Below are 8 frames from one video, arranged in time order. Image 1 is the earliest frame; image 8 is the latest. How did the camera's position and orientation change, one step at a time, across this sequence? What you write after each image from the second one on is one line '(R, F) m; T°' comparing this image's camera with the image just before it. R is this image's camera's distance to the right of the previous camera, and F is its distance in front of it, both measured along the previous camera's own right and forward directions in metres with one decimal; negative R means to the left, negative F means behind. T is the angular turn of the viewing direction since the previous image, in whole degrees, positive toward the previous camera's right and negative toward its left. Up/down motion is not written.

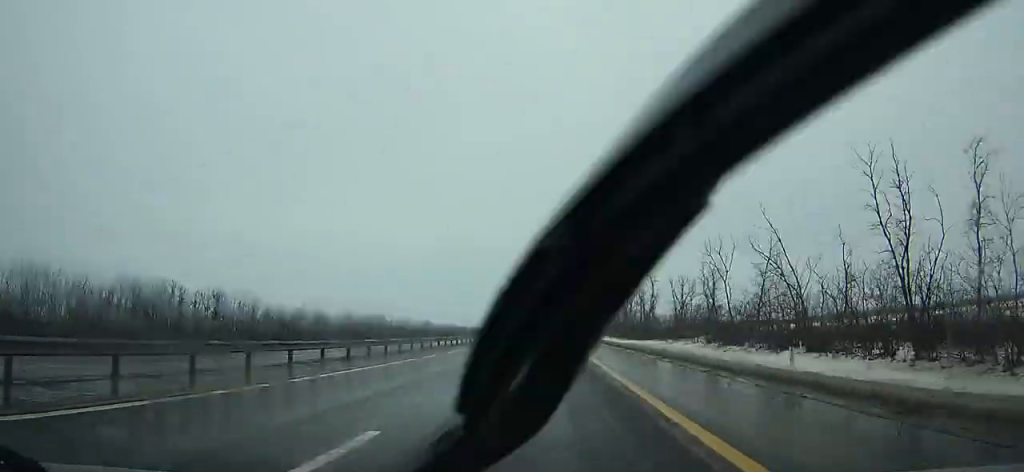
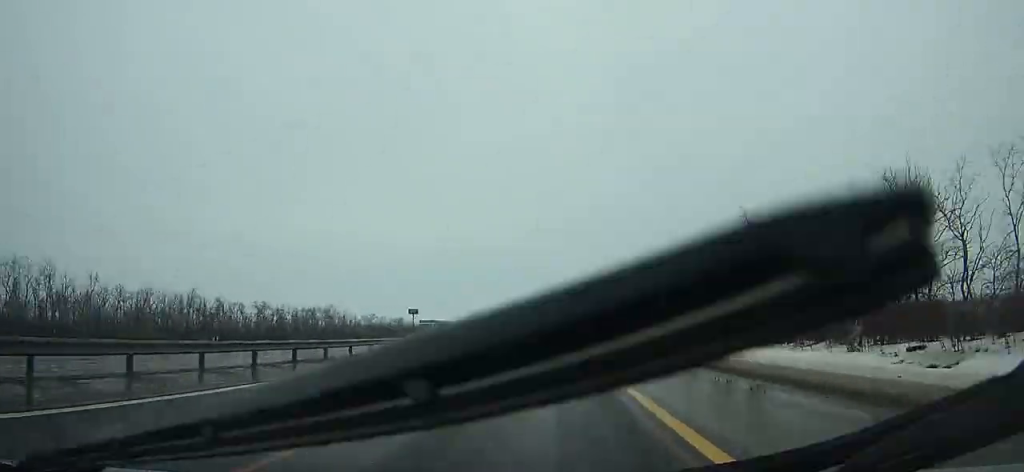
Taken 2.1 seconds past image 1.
(0.0, +61.8) m; 0°
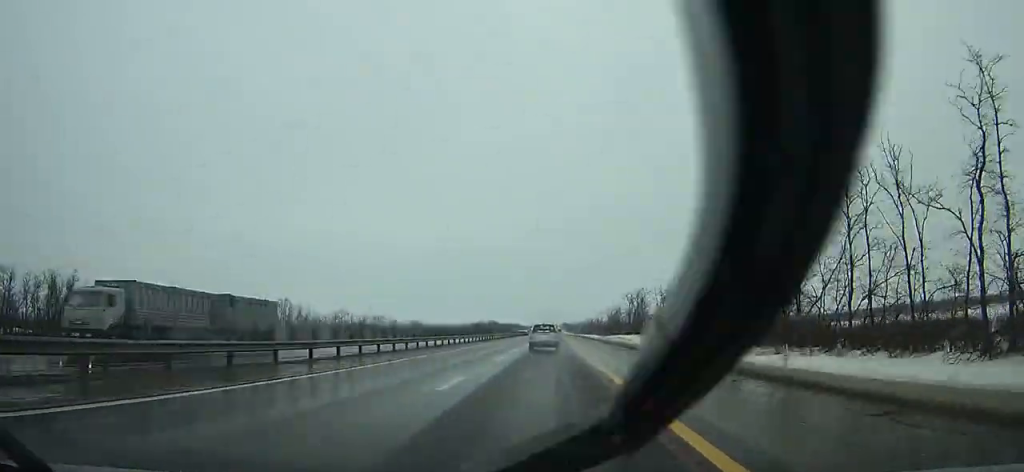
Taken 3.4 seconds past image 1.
(0.0, +38.1) m; 0°
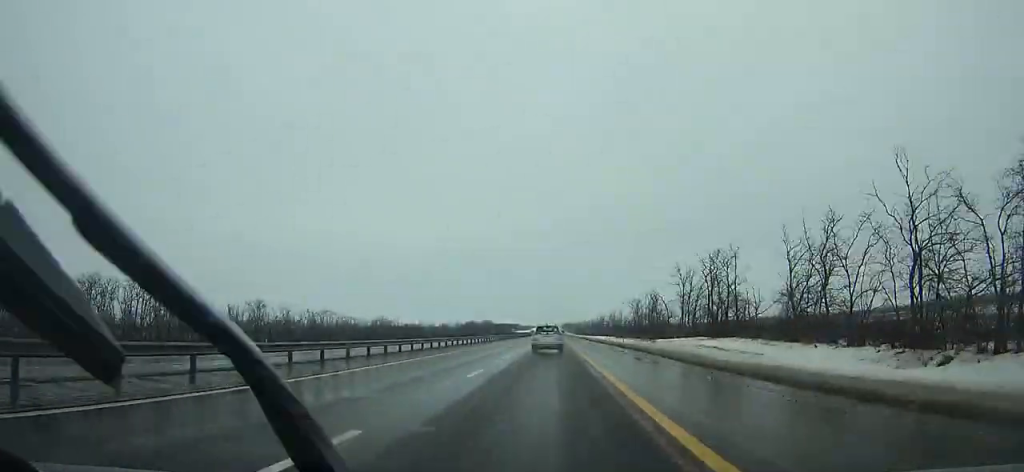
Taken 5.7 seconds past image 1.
(-0.1, +66.9) m; 0°
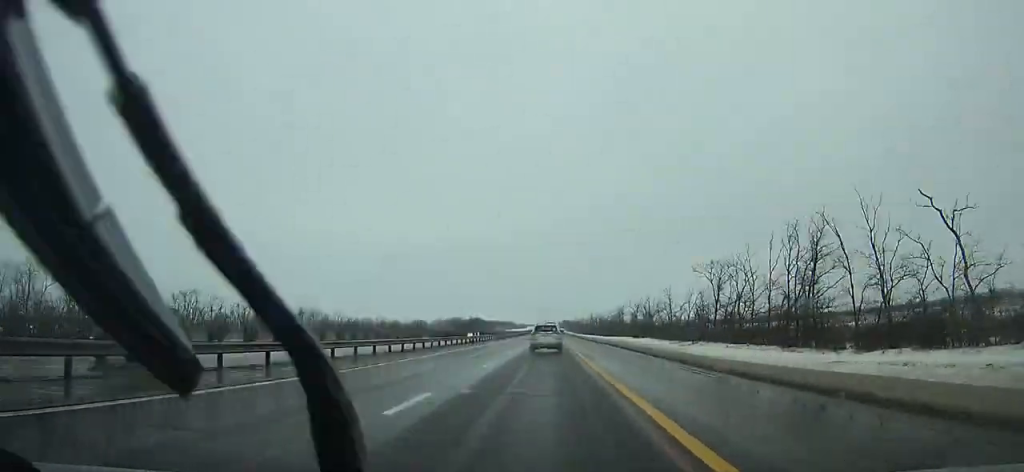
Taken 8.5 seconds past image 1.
(-0.1, +81.1) m; 0°
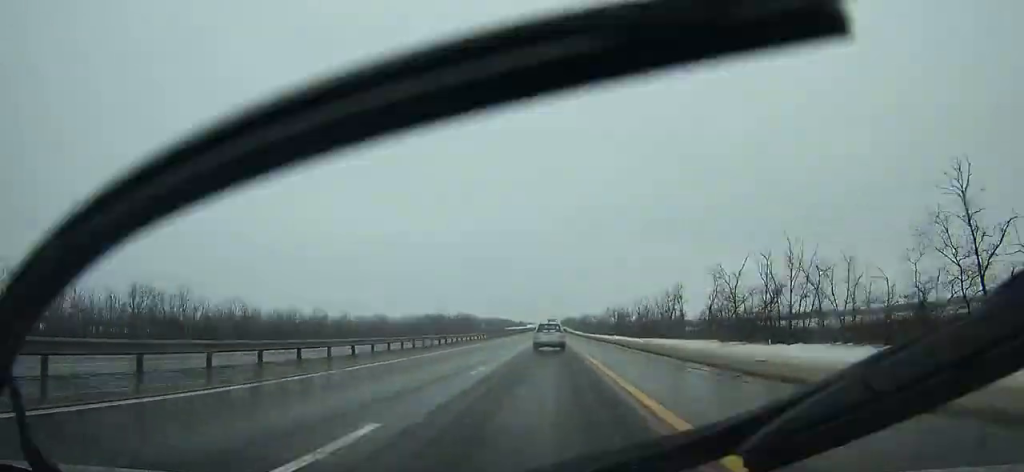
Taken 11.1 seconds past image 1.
(0.0, +74.9) m; 0°
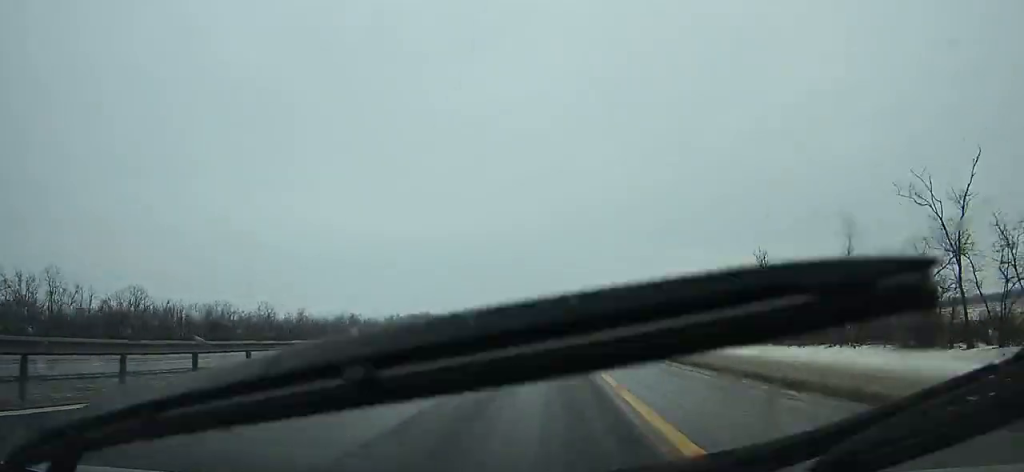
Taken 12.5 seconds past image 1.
(+0.1, +40.2) m; 0°
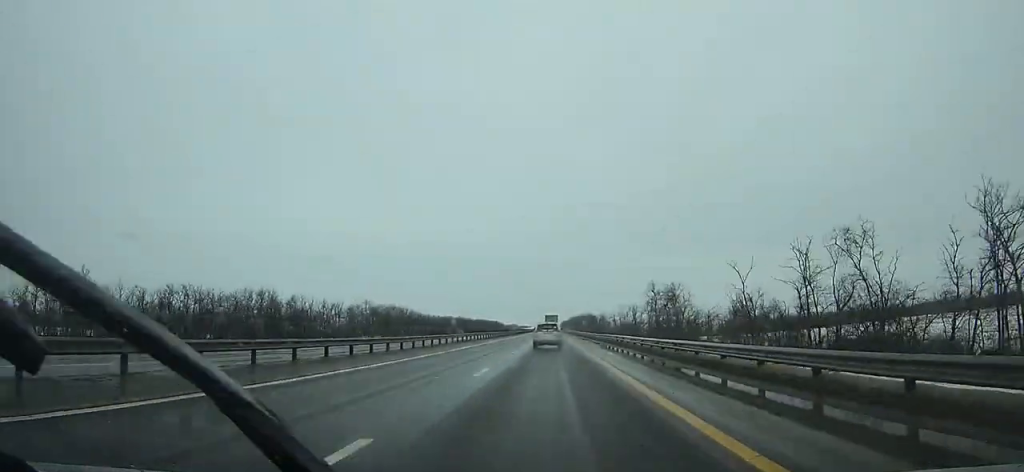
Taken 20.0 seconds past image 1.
(0.0, +213.7) m; 0°
